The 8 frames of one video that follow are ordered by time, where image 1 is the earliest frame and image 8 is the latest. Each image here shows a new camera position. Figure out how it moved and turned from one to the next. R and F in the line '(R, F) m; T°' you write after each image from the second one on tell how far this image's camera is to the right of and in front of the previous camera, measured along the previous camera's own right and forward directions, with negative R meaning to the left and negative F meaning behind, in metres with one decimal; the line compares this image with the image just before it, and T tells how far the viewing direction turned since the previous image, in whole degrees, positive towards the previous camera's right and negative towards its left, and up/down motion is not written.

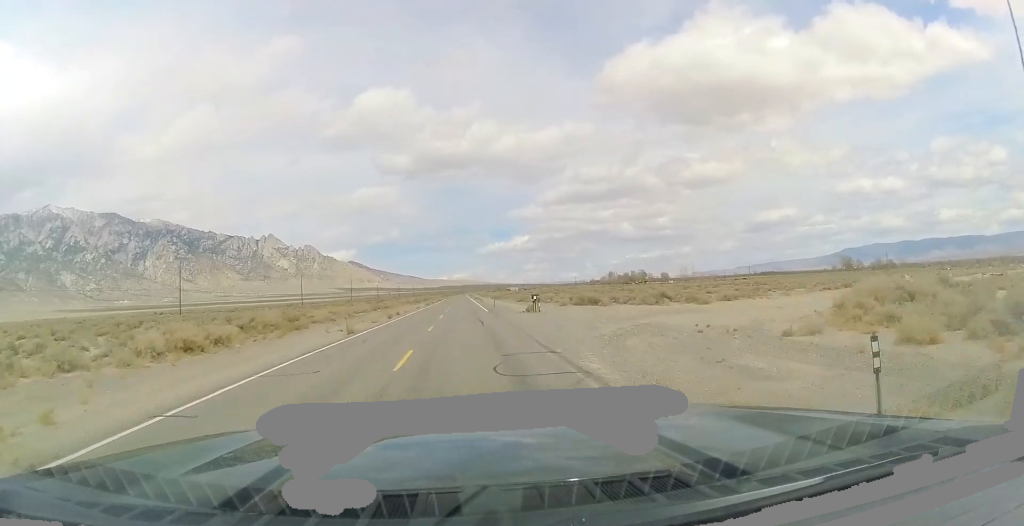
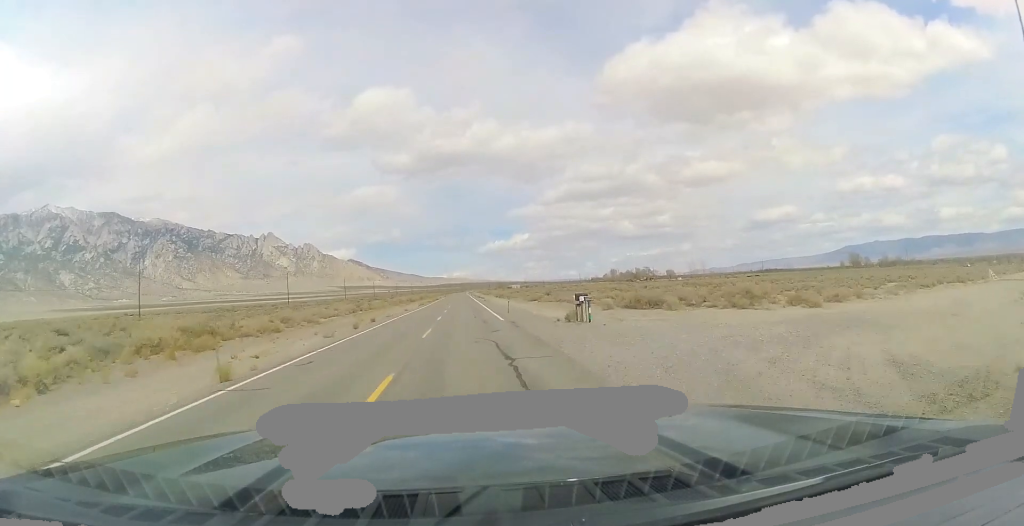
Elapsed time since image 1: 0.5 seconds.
(0.0, +16.5) m; 0°
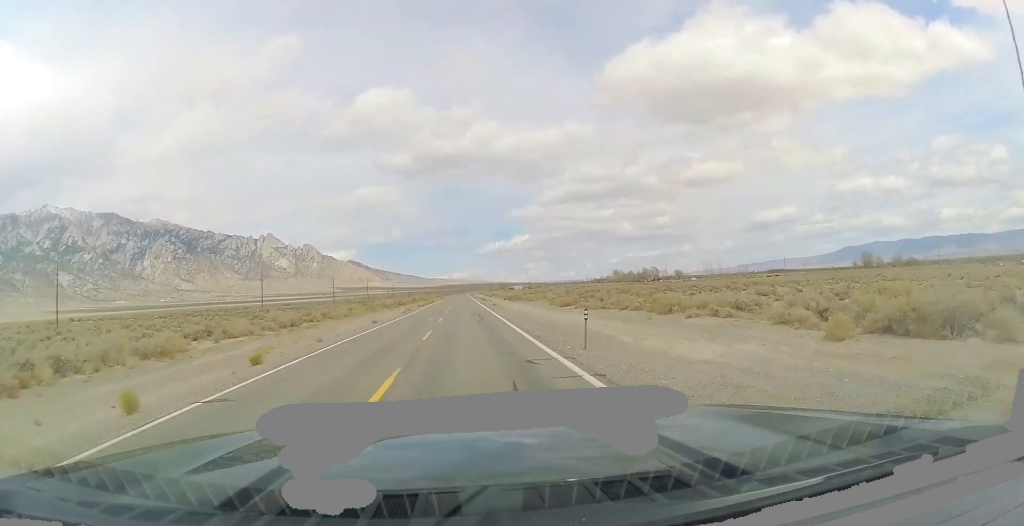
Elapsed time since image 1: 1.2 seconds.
(+0.1, +24.8) m; 0°
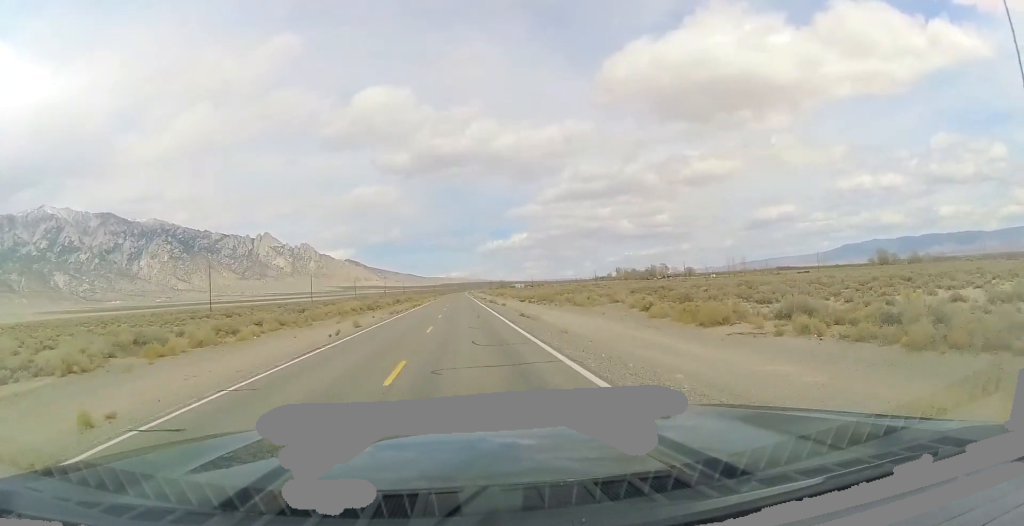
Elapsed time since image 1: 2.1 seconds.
(-0.4, +34.2) m; 0°
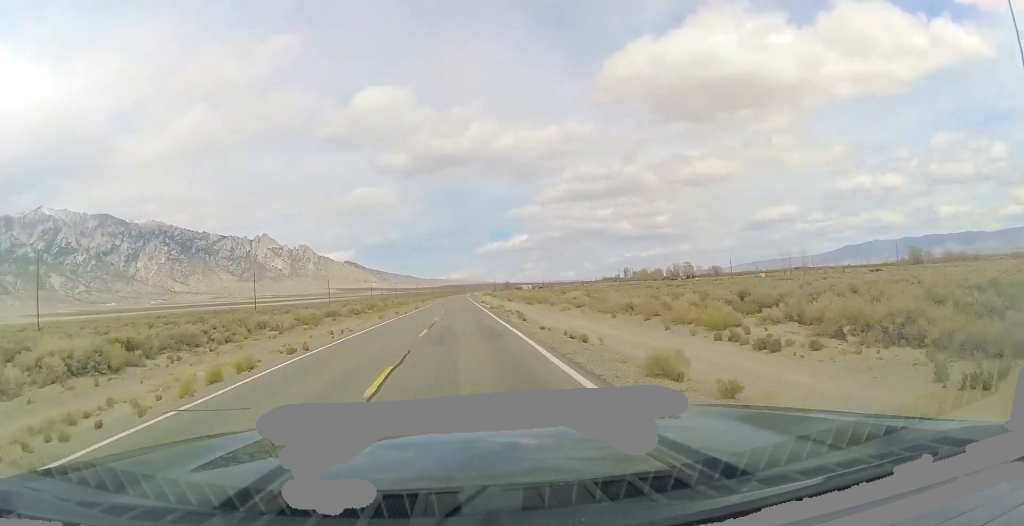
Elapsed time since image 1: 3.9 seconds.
(+0.5, +61.6) m; +1°
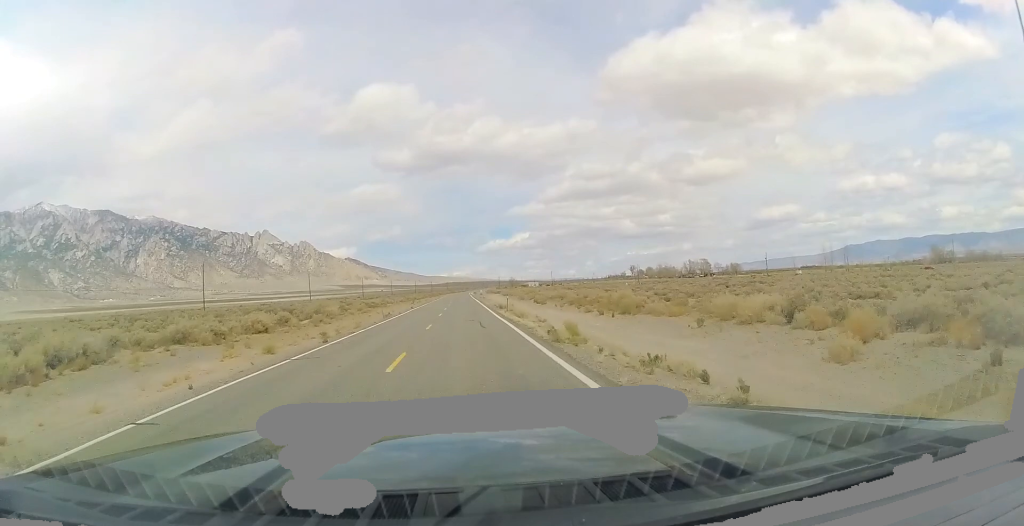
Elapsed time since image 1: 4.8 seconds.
(+0.3, +34.4) m; 0°
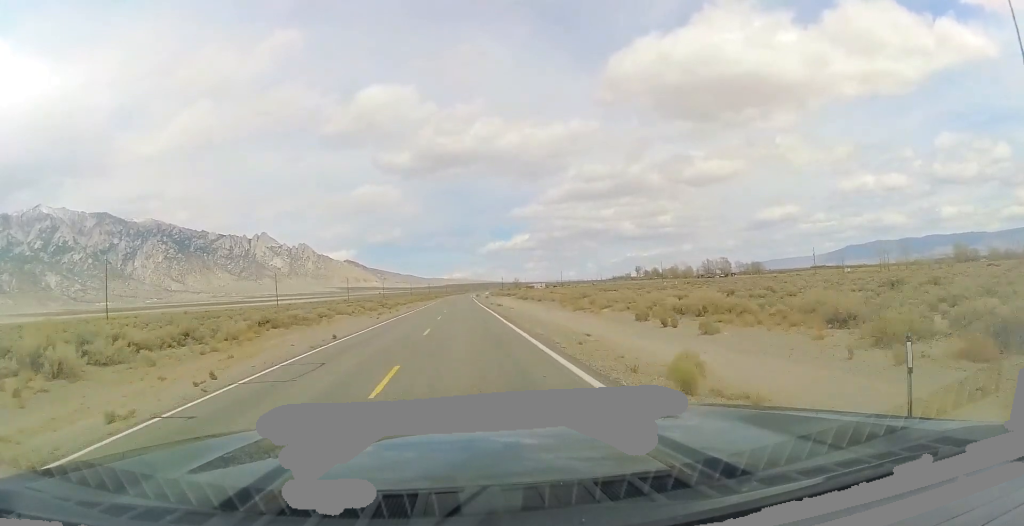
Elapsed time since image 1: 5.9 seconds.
(-0.1, +38.9) m; -1°
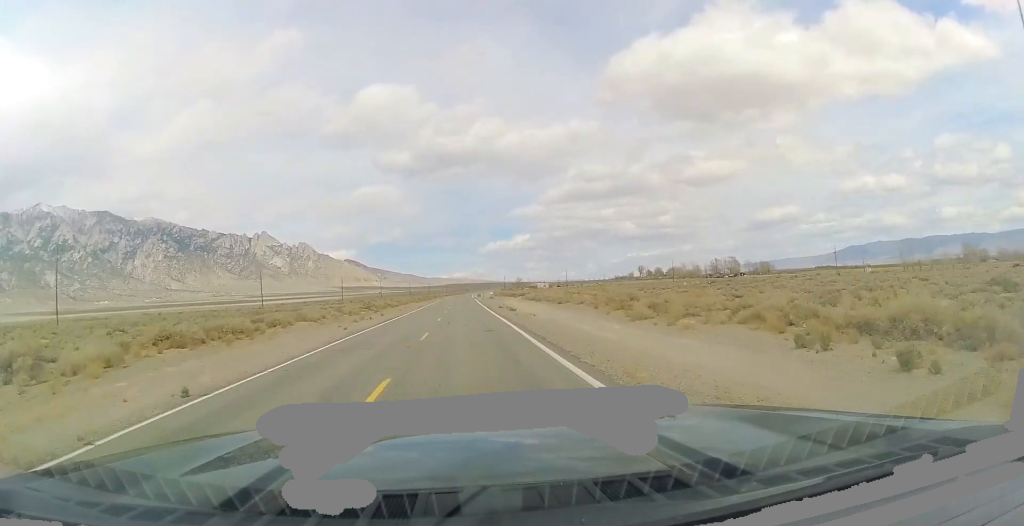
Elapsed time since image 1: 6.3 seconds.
(0.0, +14.1) m; 0°
